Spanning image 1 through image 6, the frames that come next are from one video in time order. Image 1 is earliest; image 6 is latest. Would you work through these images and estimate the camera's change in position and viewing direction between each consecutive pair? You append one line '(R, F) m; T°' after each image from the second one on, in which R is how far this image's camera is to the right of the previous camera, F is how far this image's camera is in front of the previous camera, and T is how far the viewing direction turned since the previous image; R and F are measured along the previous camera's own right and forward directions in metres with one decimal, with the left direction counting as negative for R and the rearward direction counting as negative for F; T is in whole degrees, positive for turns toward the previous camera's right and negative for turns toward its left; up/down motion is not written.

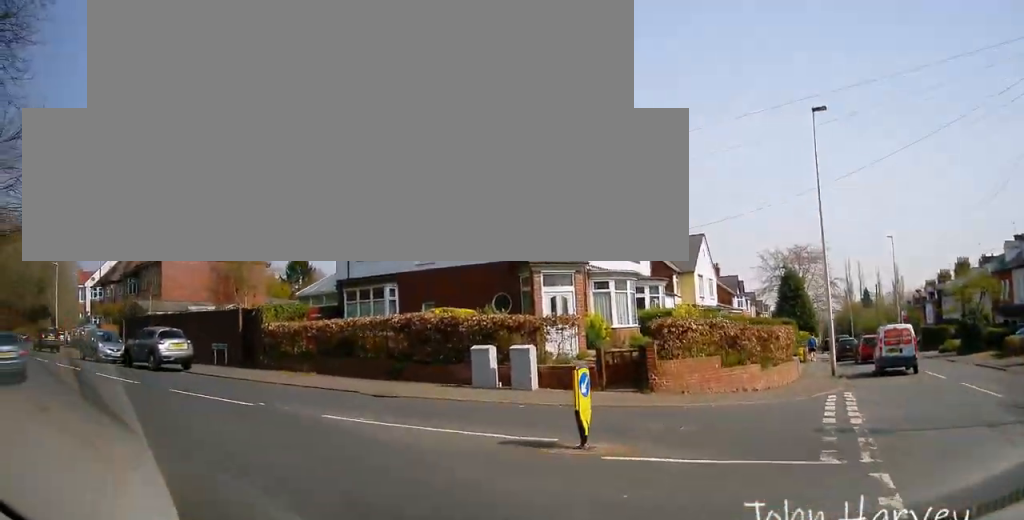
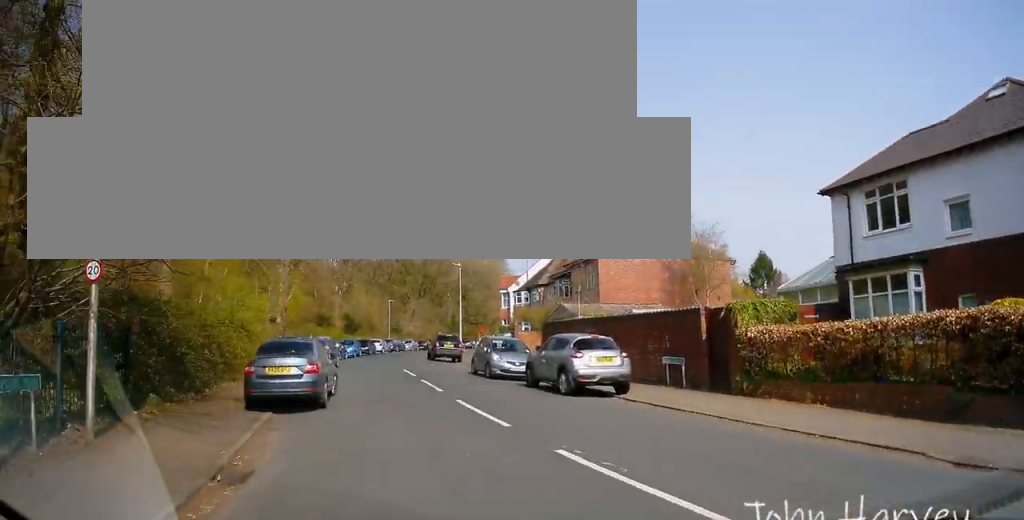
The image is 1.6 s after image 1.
(-2.6, +7.0) m; -35°
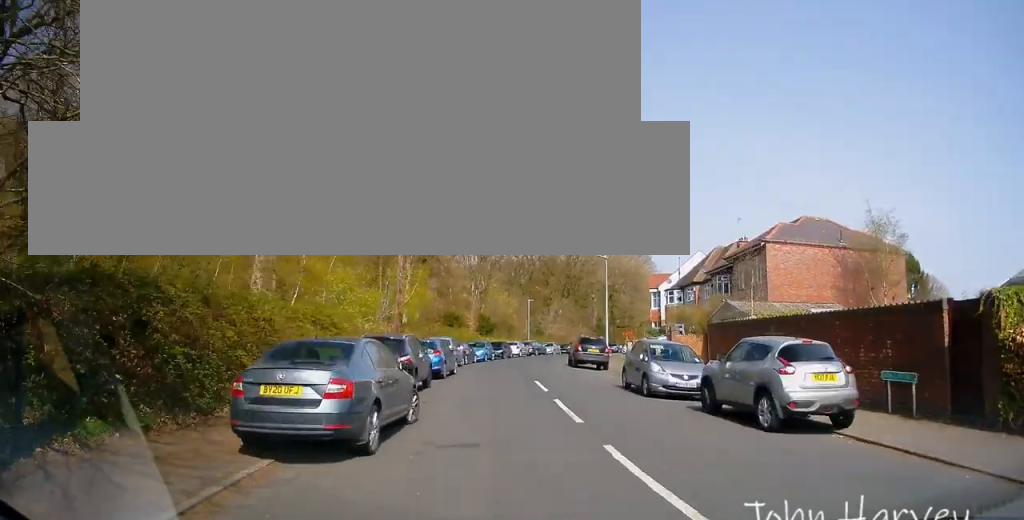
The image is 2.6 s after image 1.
(-0.7, +5.5) m; -13°
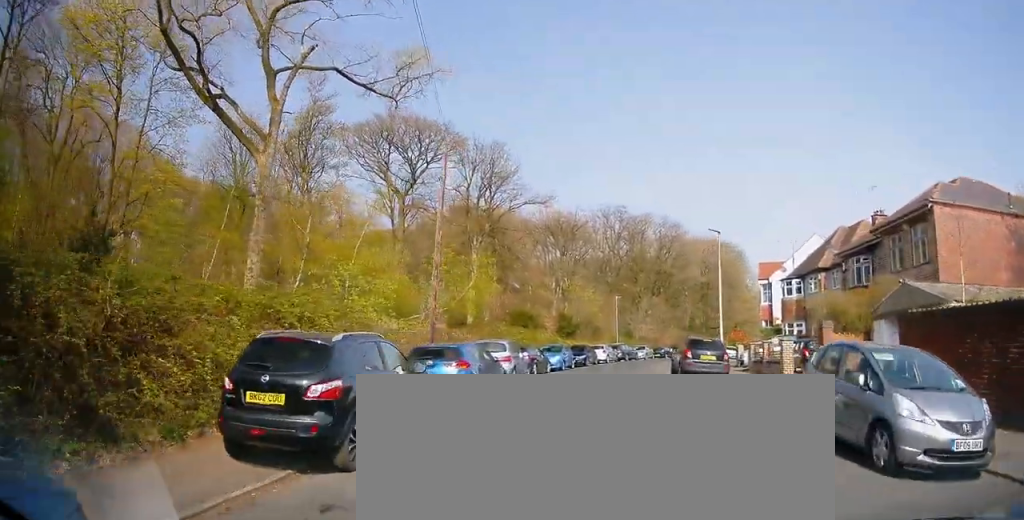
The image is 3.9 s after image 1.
(-1.2, +8.9) m; -8°
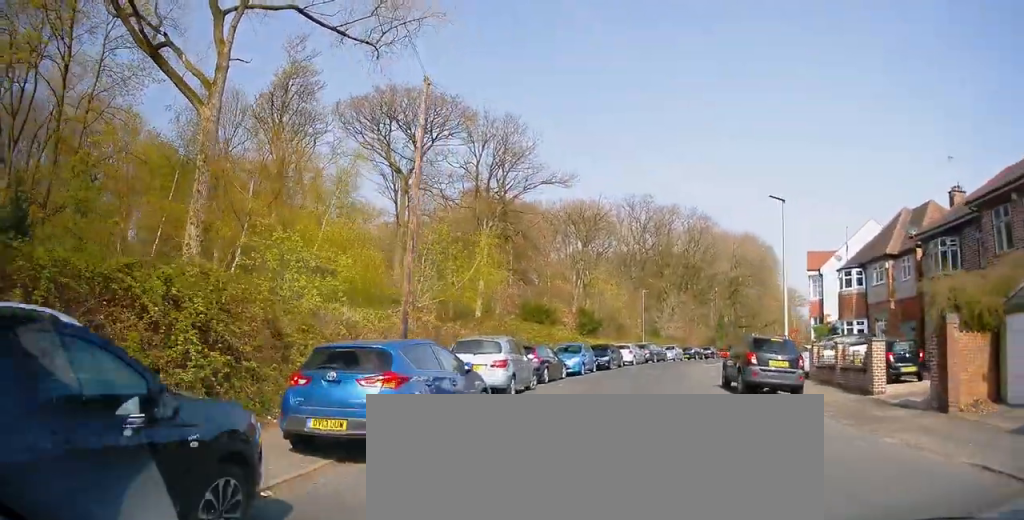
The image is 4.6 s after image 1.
(0.0, +5.8) m; -2°
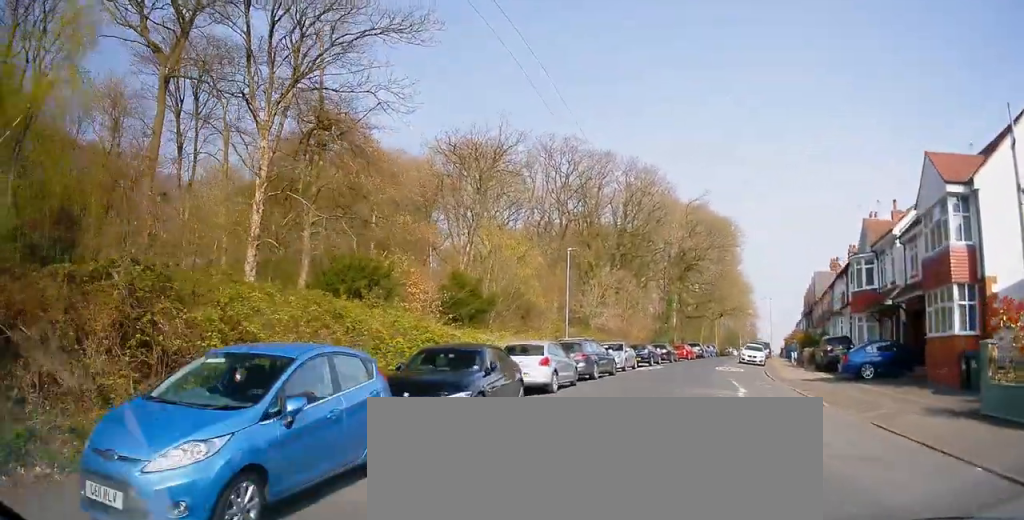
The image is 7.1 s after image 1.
(-1.2, +21.3) m; +4°
